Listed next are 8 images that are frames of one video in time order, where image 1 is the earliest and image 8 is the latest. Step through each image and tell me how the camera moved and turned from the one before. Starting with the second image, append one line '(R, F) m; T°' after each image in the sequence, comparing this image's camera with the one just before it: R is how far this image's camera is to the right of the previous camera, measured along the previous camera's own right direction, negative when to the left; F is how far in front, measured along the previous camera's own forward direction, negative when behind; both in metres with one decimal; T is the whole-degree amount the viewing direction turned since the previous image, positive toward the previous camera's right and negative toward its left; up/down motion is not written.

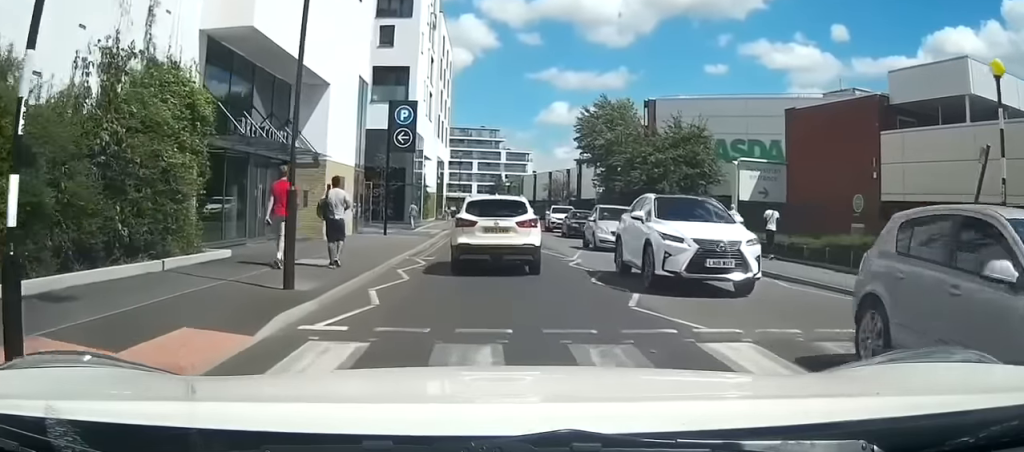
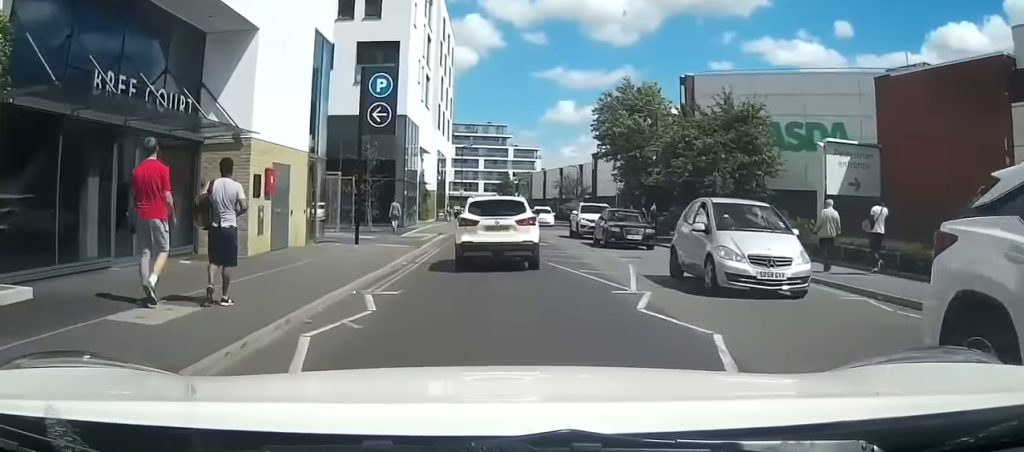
(-0.1, +8.0) m; -4°
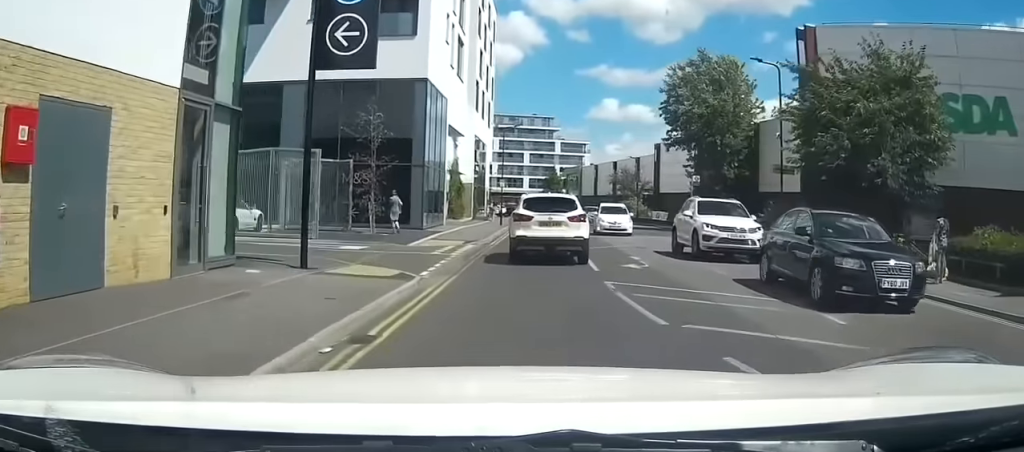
(-0.1, +10.7) m; +1°
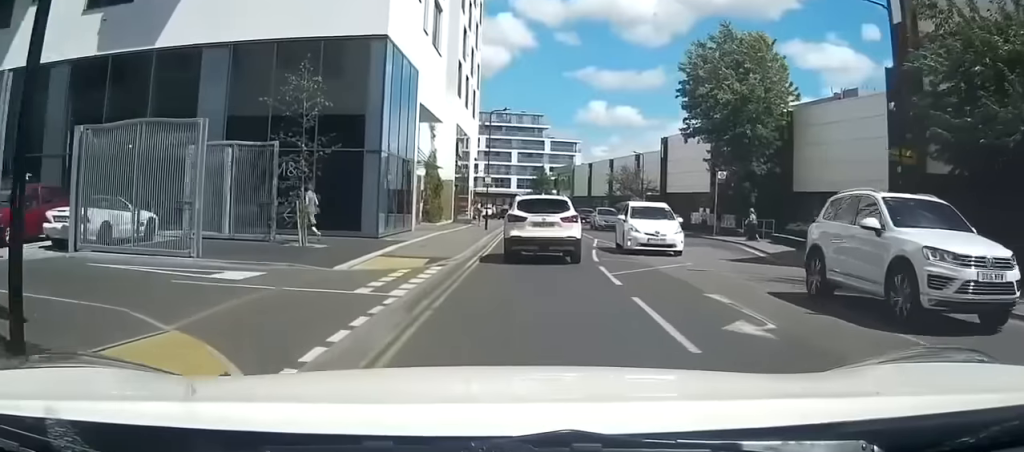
(+0.1, +8.4) m; +1°
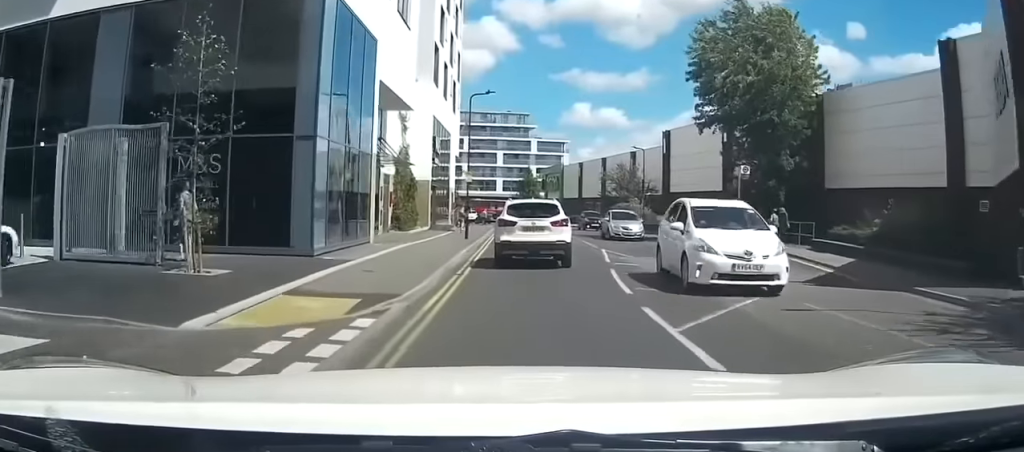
(0.0, +6.5) m; 0°
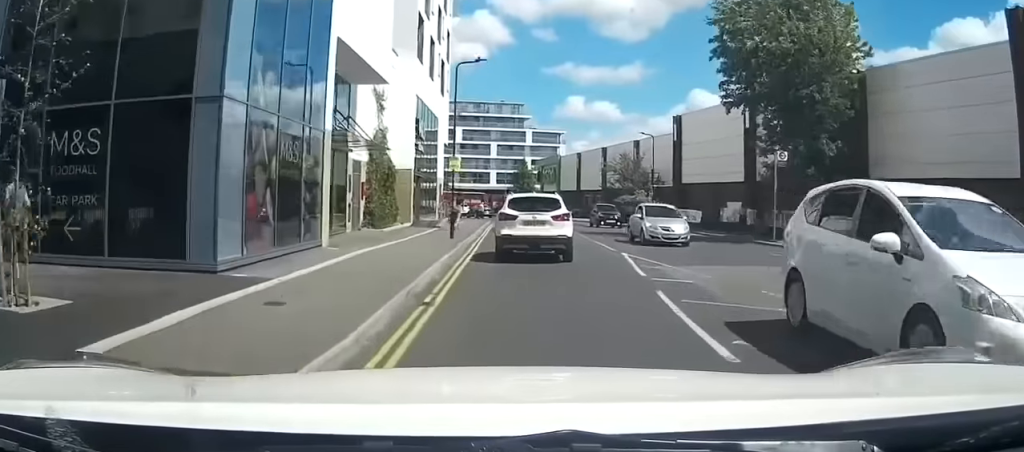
(0.0, +5.4) m; 0°
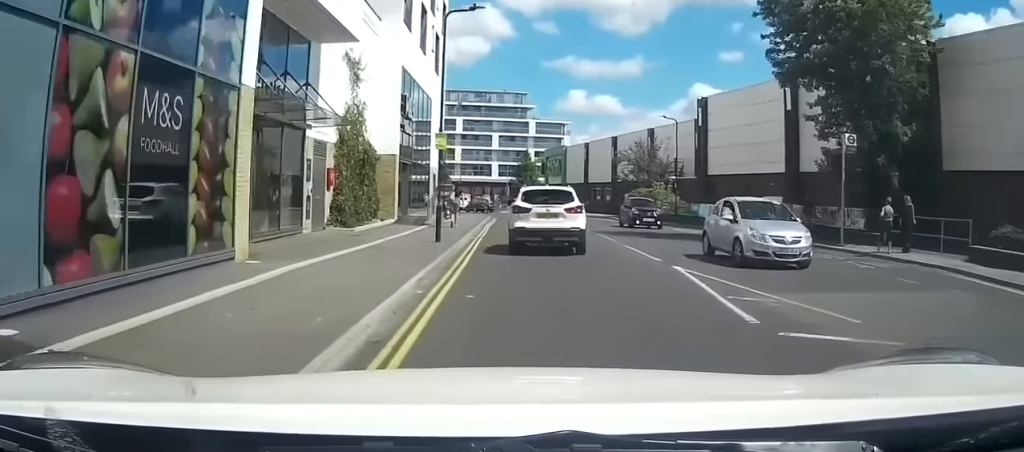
(0.0, +6.0) m; 0°
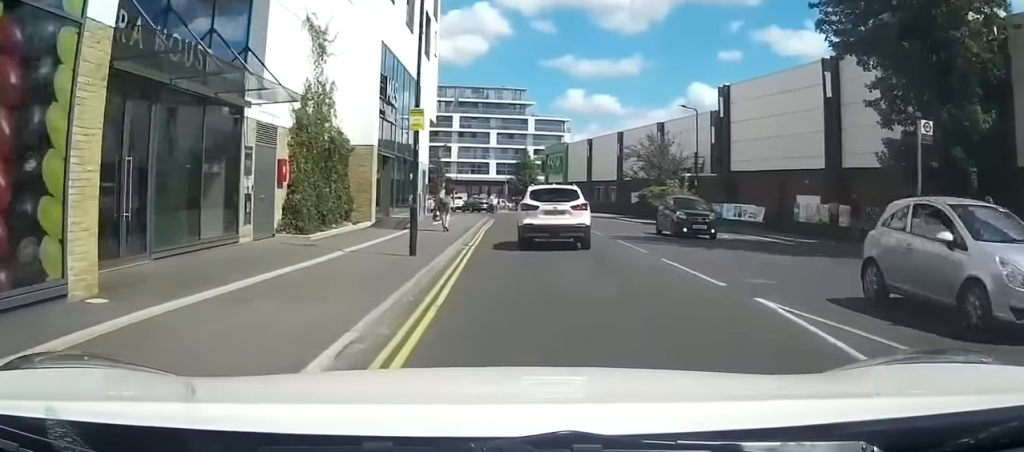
(0.0, +5.5) m; -1°
